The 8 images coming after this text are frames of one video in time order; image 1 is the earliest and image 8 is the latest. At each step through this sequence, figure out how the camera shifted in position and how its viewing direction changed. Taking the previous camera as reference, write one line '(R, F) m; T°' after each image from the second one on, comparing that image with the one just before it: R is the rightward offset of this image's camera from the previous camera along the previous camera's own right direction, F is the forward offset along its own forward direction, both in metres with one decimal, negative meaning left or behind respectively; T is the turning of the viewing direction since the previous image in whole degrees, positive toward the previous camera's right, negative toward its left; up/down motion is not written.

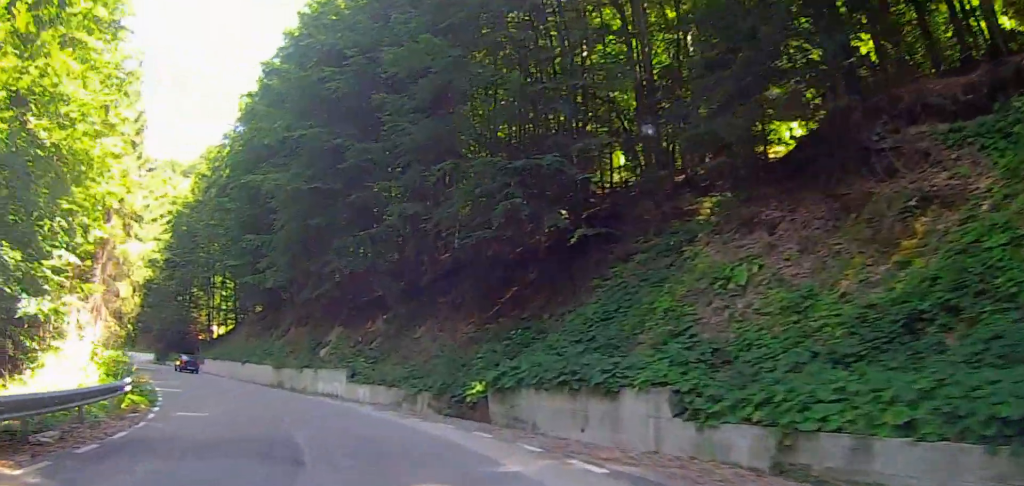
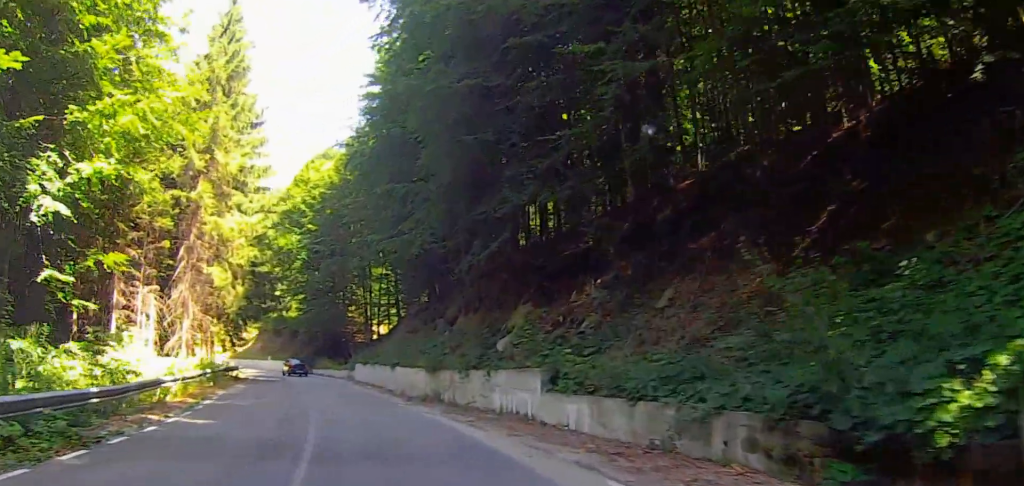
(-2.8, +14.6) m; -11°
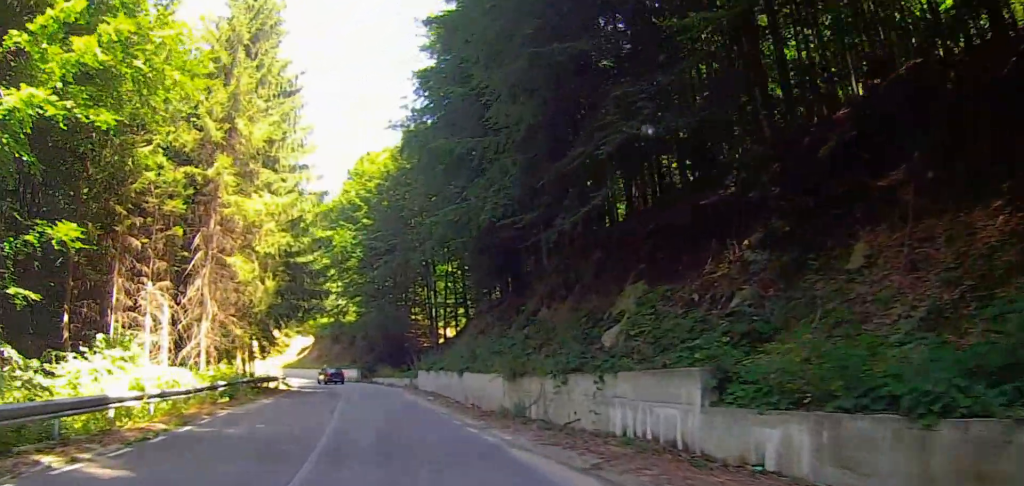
(+0.1, +7.8) m; -1°
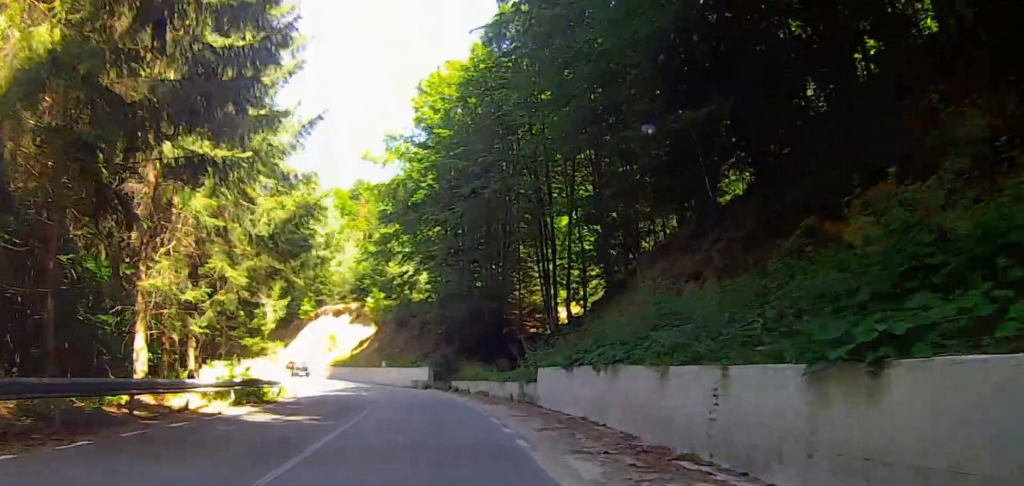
(-1.9, +24.3) m; -8°
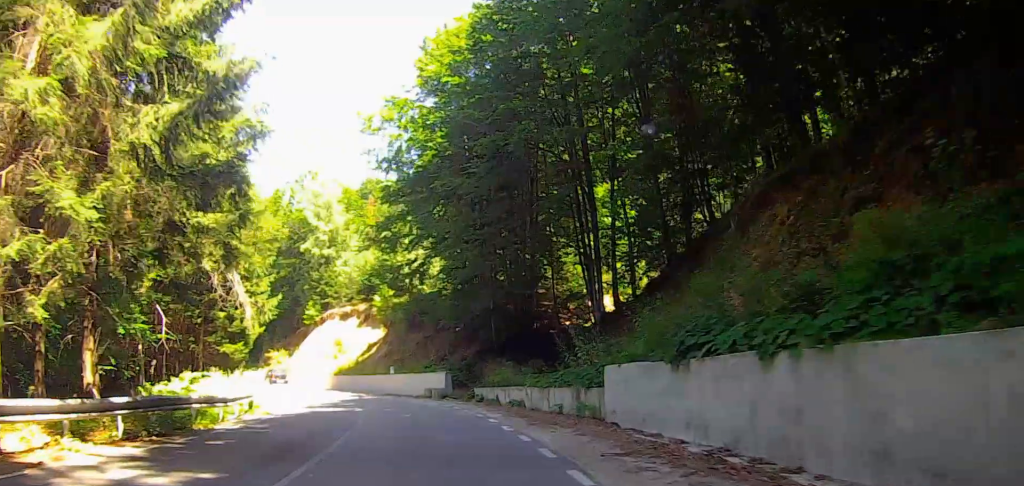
(-0.2, +8.2) m; -2°
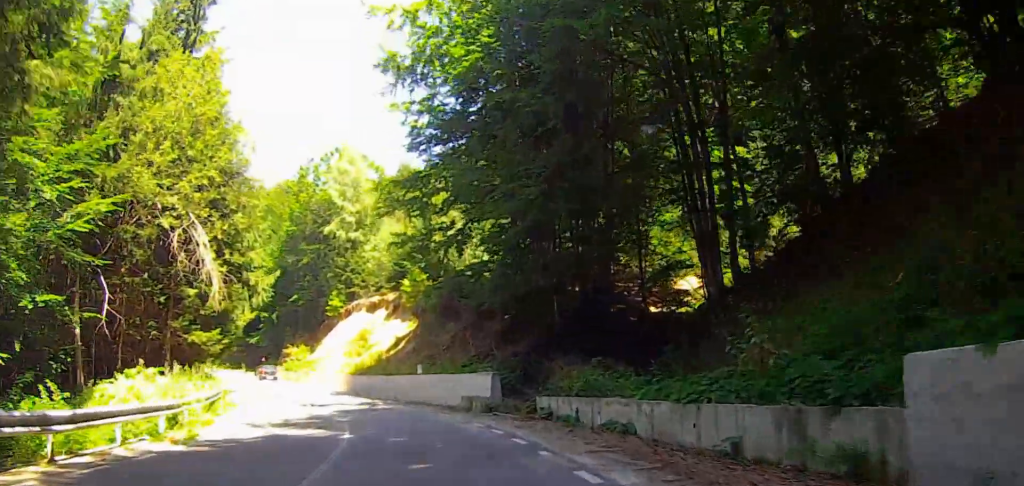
(+0.1, +10.4) m; -1°
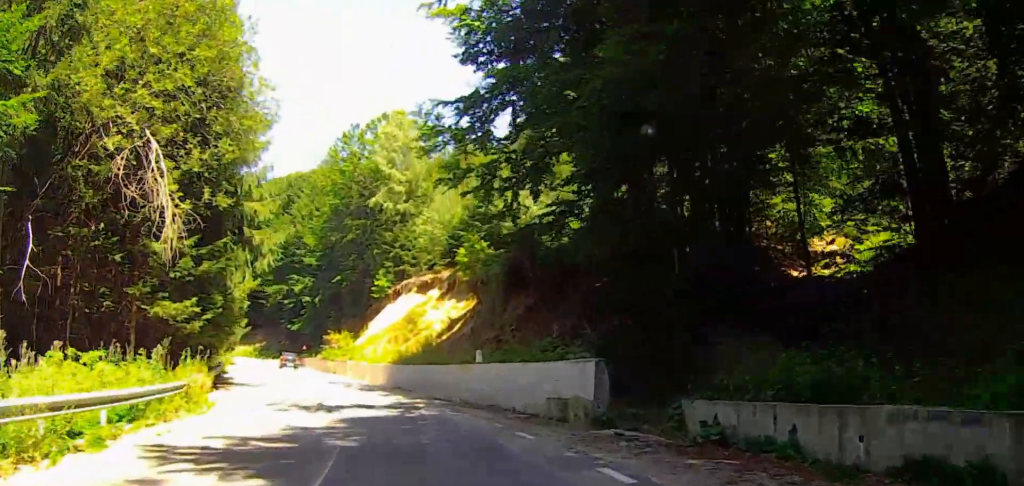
(-0.2, +9.6) m; -7°
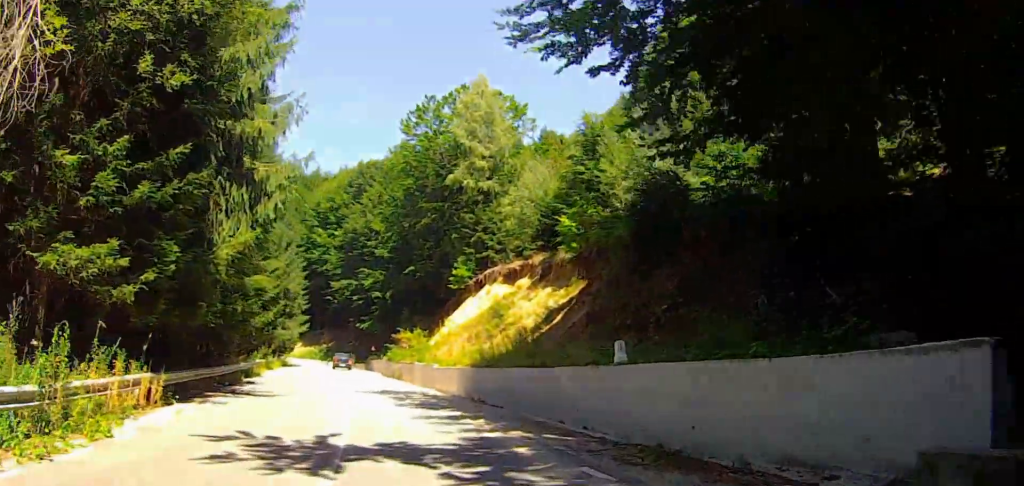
(-0.7, +11.0) m; -8°
